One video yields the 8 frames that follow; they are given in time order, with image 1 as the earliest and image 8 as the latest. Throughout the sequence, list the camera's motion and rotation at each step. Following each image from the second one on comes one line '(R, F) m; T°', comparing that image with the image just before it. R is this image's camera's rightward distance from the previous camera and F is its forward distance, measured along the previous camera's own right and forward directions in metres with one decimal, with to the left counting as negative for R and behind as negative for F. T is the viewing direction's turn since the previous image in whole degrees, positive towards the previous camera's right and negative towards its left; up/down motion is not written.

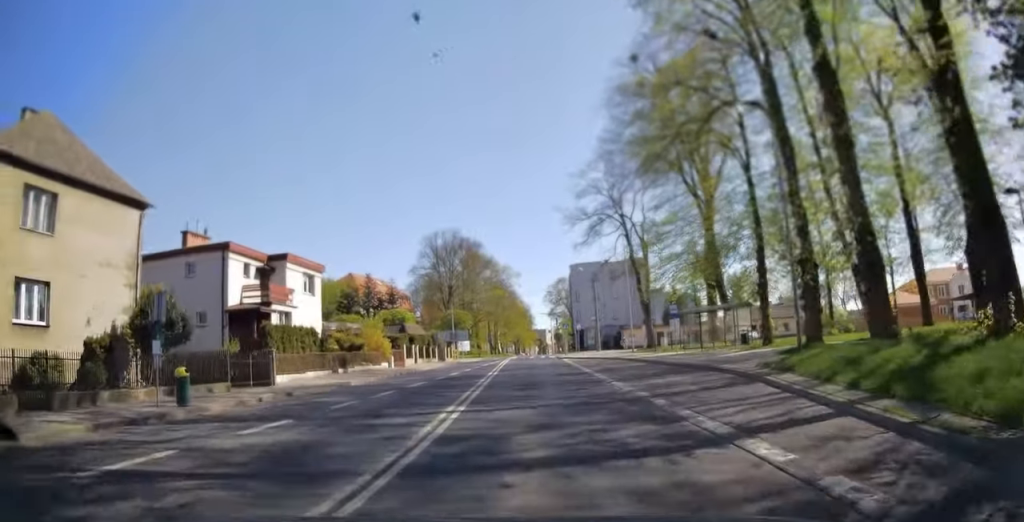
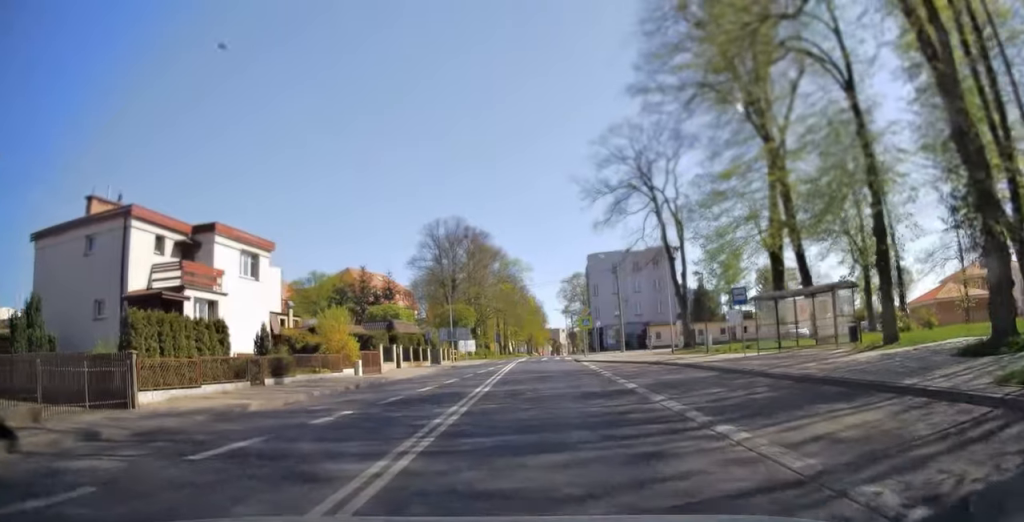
(0.0, +11.1) m; -1°
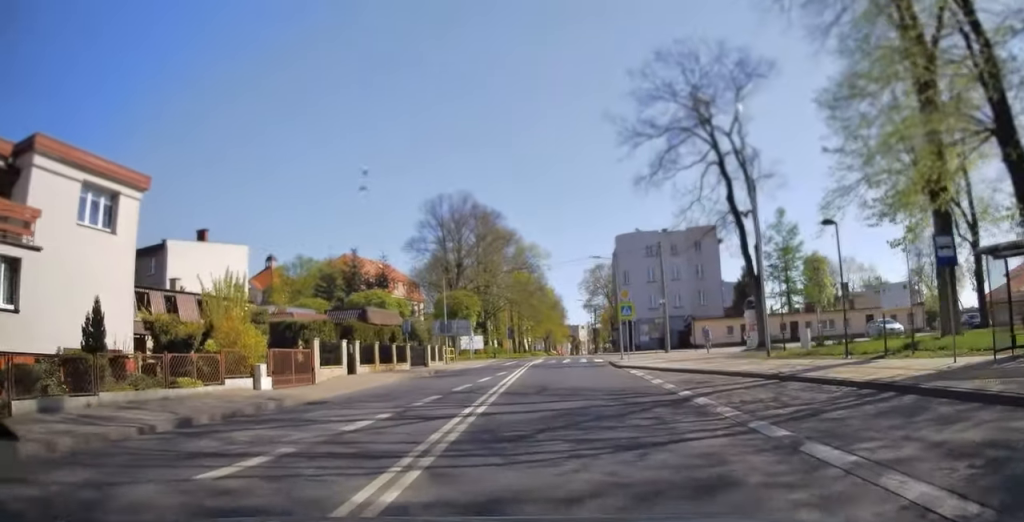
(-0.3, +14.0) m; -1°
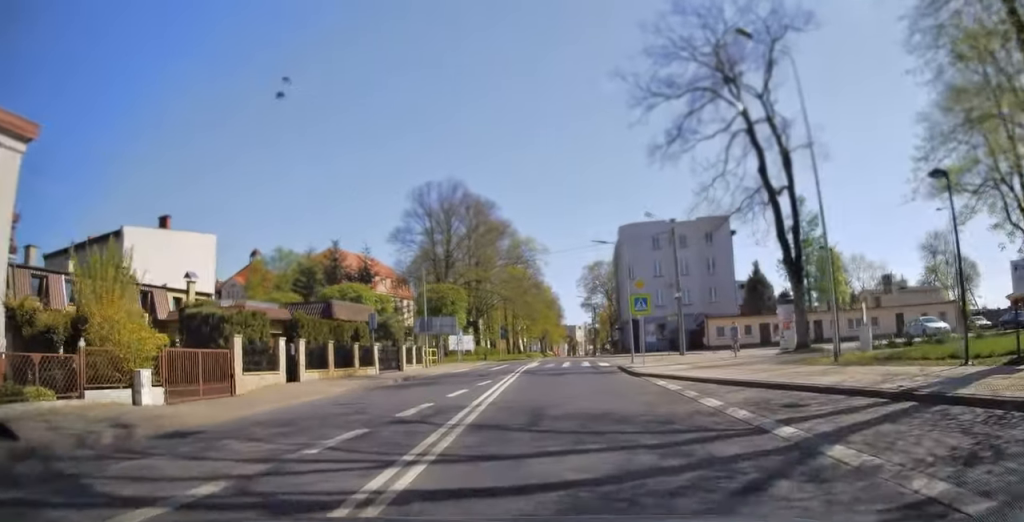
(0.0, +6.3) m; 0°
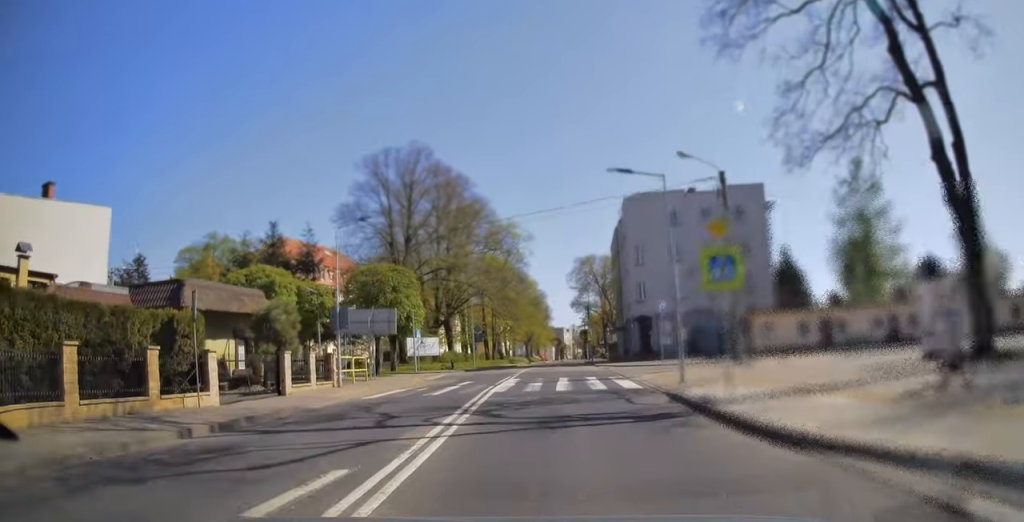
(0.0, +14.5) m; 0°
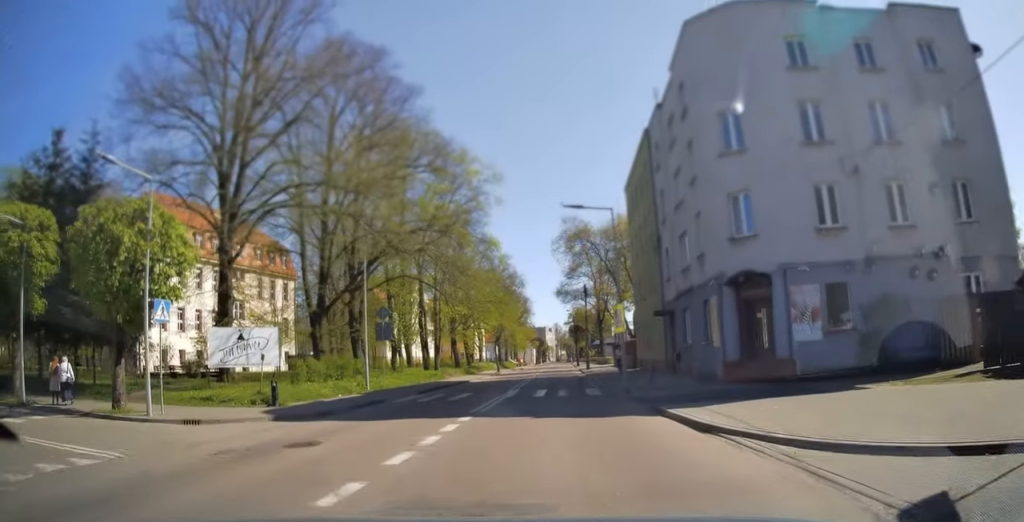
(+0.6, +29.7) m; +2°
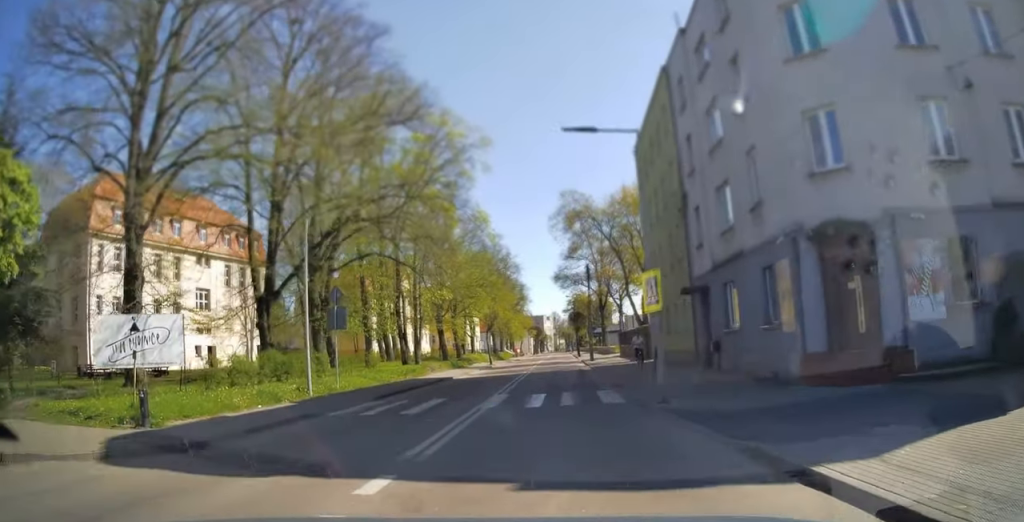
(+0.1, +6.9) m; 0°
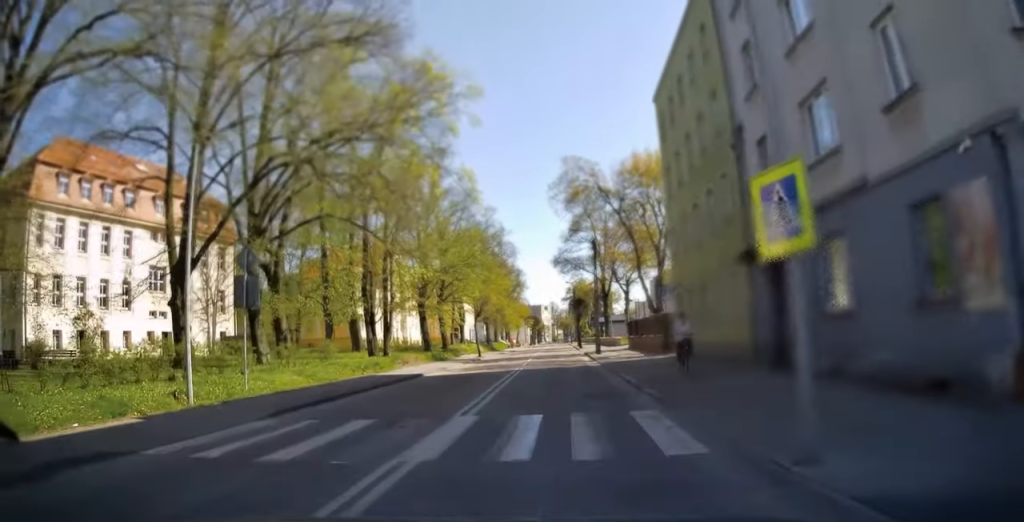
(-0.1, +7.6) m; 0°
